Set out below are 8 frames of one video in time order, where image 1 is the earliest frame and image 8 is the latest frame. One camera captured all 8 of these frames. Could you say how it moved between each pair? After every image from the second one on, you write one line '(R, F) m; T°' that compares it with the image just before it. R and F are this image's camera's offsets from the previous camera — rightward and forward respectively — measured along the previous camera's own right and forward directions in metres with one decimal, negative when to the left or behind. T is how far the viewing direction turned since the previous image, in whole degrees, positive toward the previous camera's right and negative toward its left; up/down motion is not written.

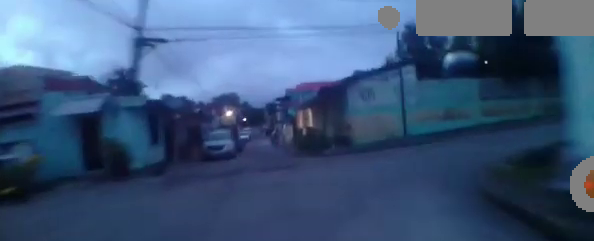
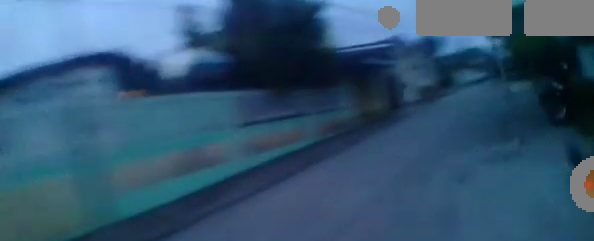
(+1.4, +4.7) m; +44°
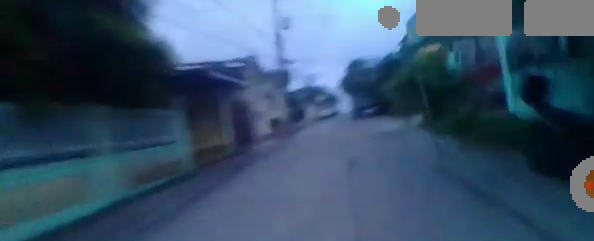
(+0.7, +3.1) m; +19°
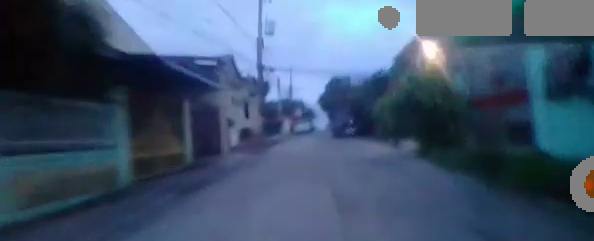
(+0.1, +1.5) m; +5°
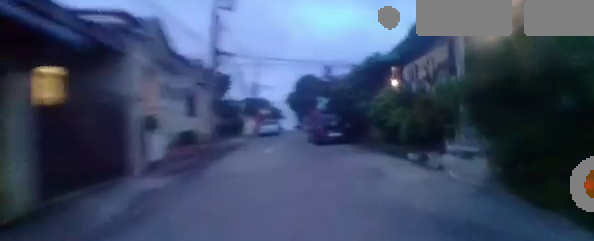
(+0.4, +4.9) m; +9°
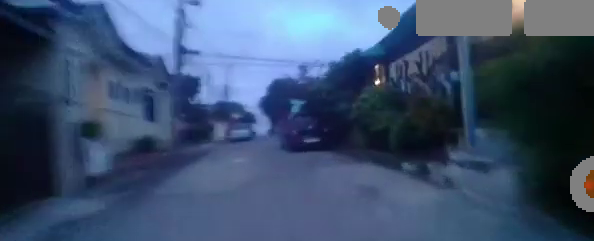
(0.0, +1.5) m; +3°
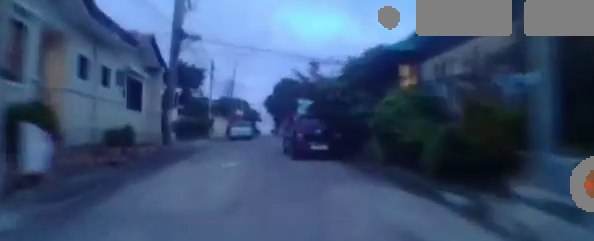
(+0.1, +1.8) m; +1°
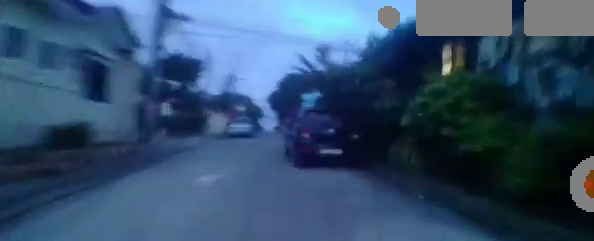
(+0.1, +2.8) m; +1°
